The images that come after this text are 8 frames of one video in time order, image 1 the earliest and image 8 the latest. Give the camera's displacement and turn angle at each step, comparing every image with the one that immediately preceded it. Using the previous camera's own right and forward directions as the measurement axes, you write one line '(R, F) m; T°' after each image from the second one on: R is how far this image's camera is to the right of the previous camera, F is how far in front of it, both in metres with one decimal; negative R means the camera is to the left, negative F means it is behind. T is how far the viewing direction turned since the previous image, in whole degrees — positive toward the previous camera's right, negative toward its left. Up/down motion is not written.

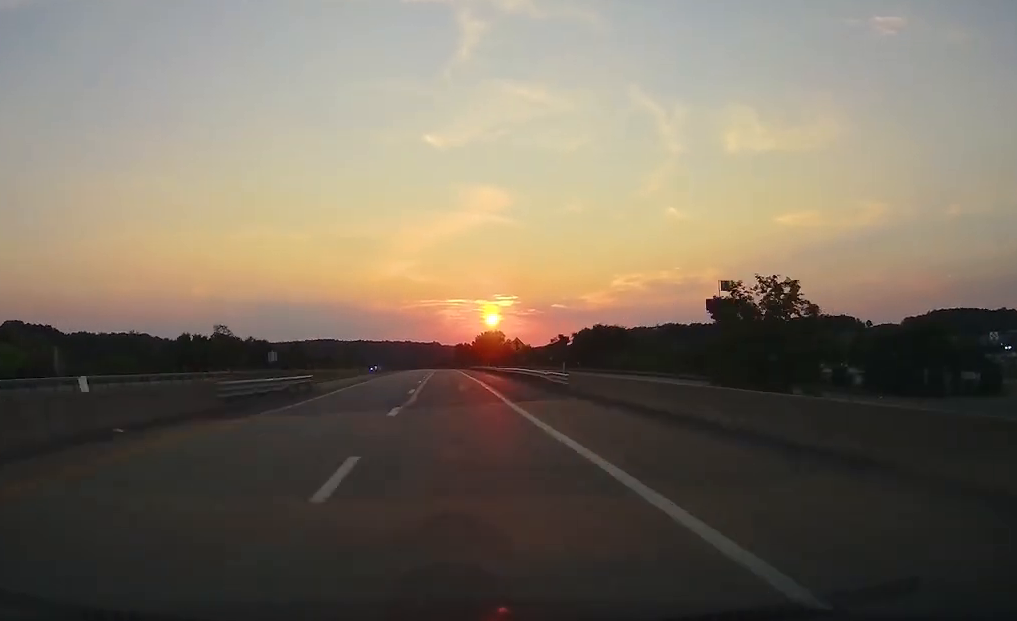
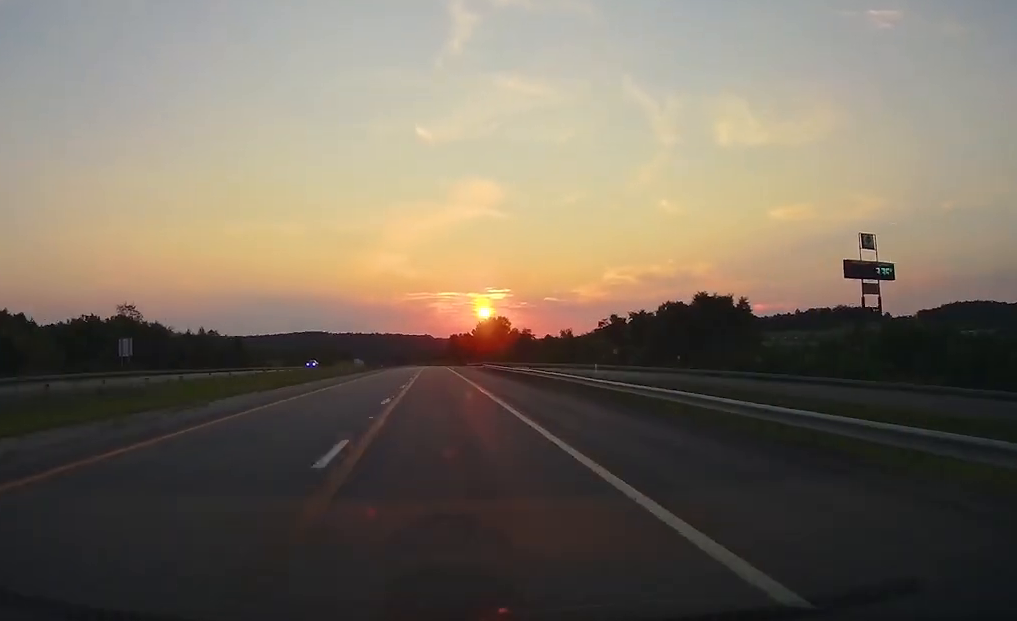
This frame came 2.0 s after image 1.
(+0.1, +59.8) m; 0°
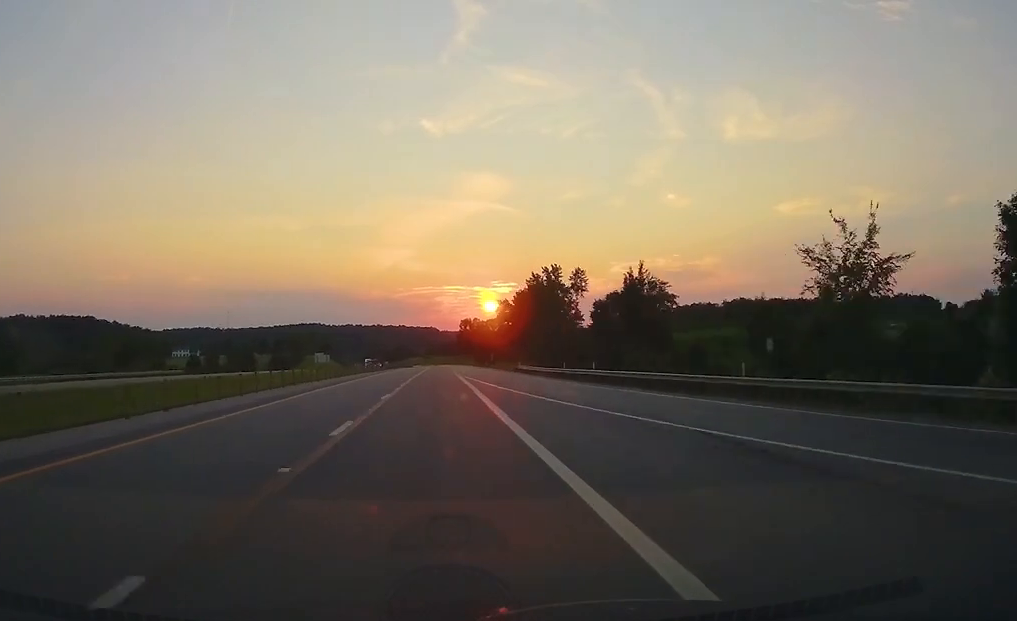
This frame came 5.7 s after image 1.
(-0.5, +119.5) m; 0°
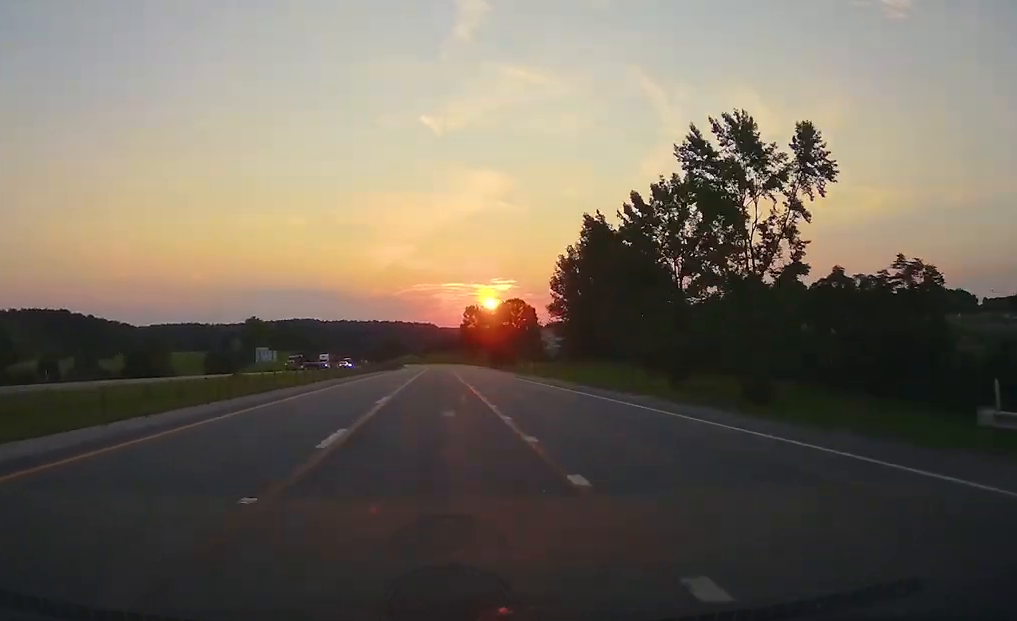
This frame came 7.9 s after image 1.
(-0.1, +72.0) m; -1°
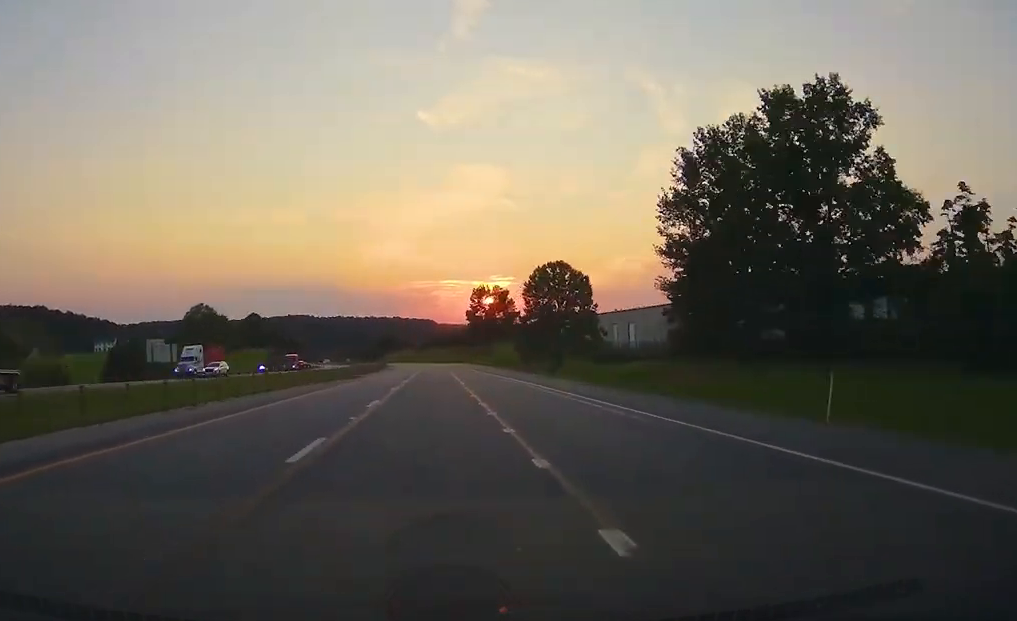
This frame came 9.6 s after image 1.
(+0.8, +58.4) m; -1°
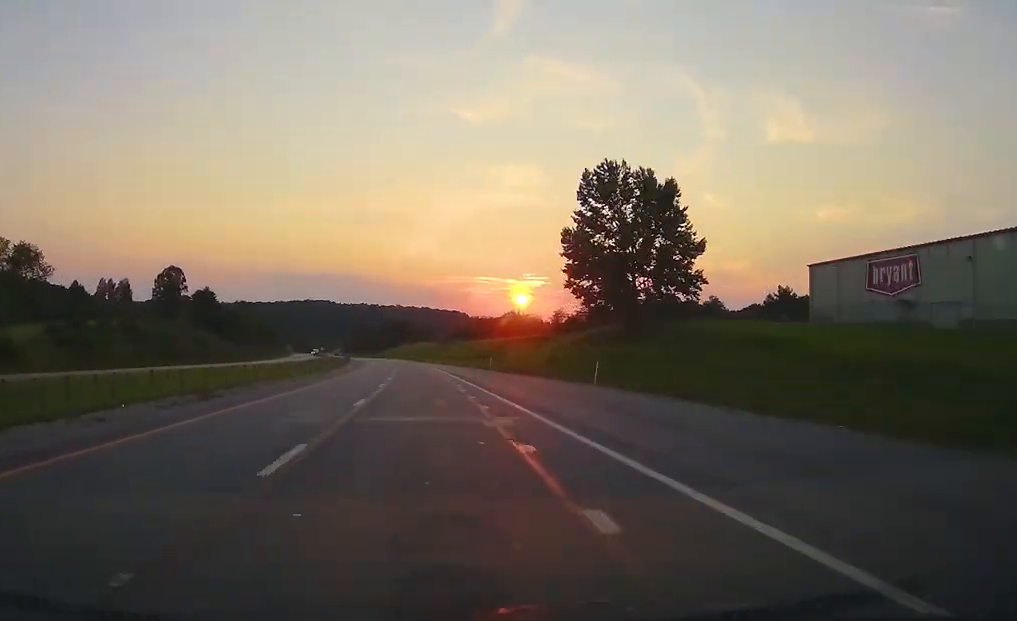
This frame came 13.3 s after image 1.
(-2.9, +129.5) m; -5°
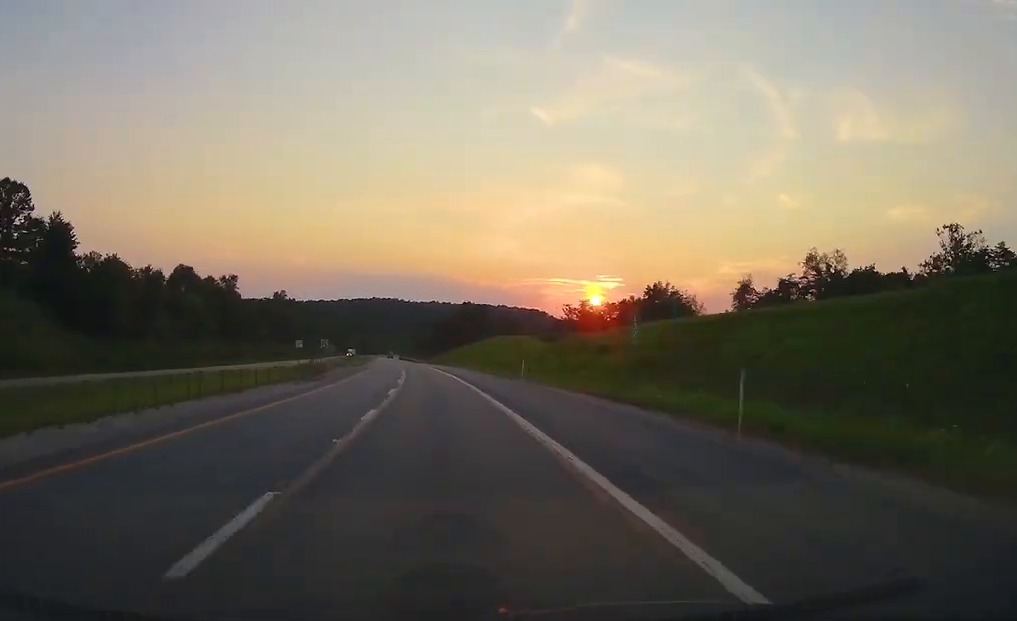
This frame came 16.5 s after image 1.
(-6.5, +111.8) m; -5°
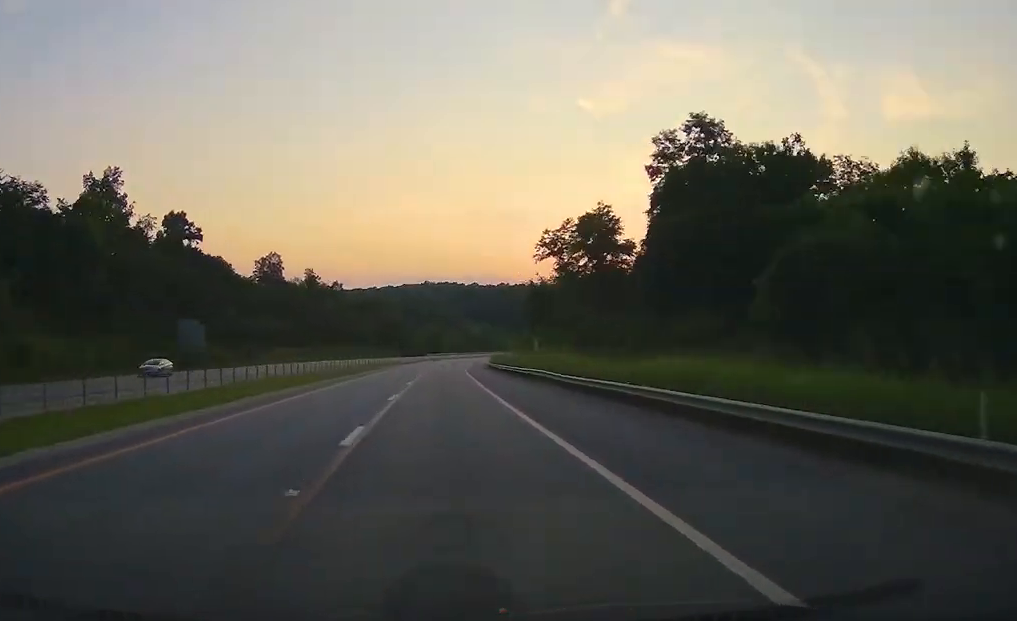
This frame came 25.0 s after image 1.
(-14.1, +296.4) m; 0°
